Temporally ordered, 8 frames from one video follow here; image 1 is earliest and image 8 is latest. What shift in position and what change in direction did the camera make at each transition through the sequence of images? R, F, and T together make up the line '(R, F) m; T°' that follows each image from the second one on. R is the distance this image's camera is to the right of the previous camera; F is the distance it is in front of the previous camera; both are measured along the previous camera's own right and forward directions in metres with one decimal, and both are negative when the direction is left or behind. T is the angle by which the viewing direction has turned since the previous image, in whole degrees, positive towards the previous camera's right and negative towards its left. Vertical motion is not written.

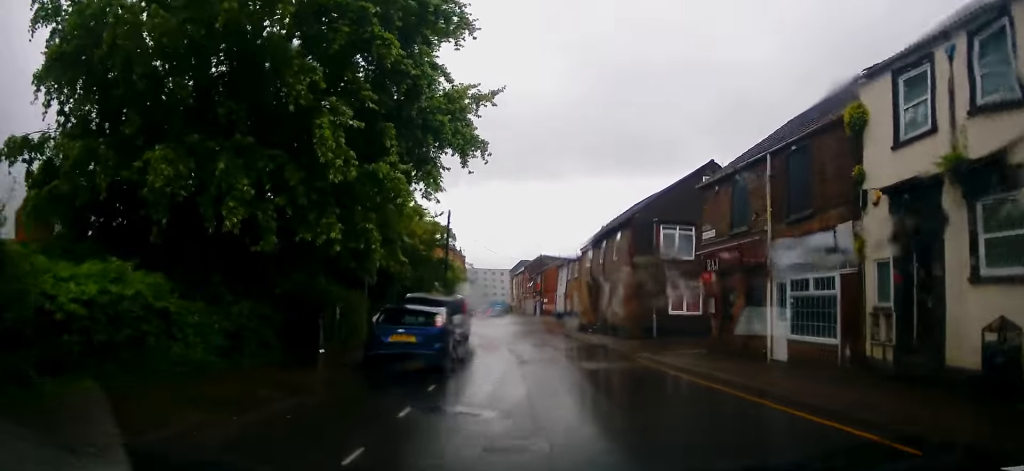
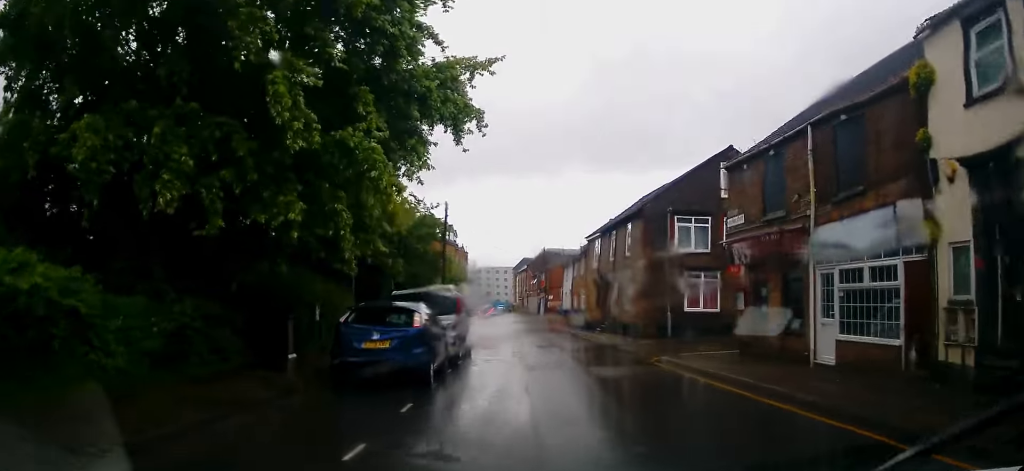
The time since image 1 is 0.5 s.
(-0.1, +2.3) m; -2°
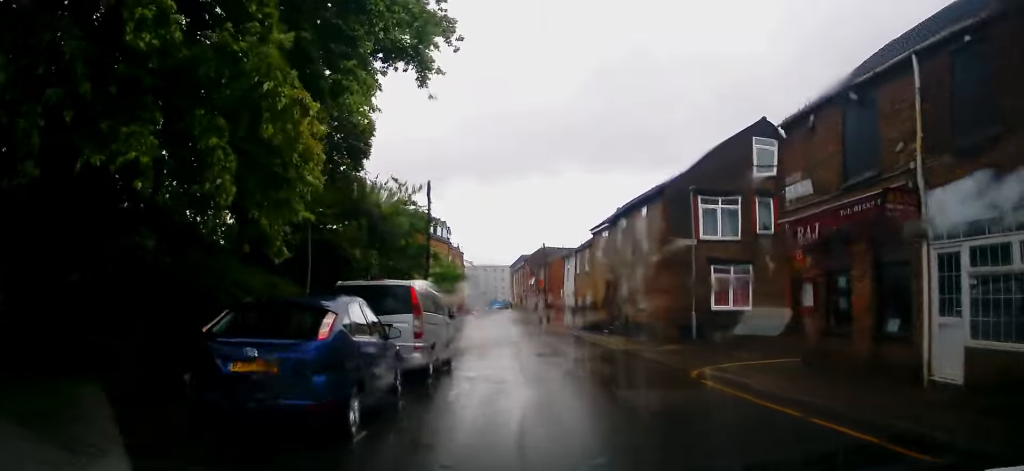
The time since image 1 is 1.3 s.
(-0.1, +4.4) m; 0°
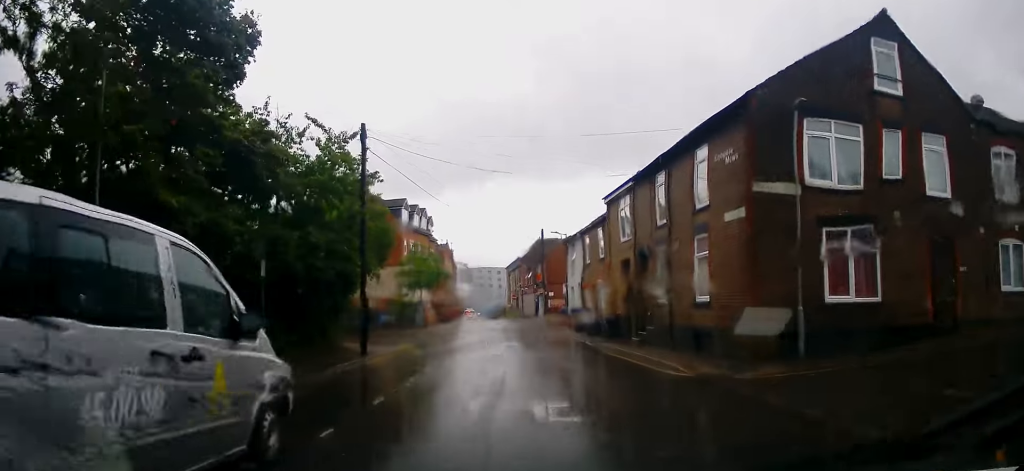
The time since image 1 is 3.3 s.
(+0.2, +10.0) m; -1°
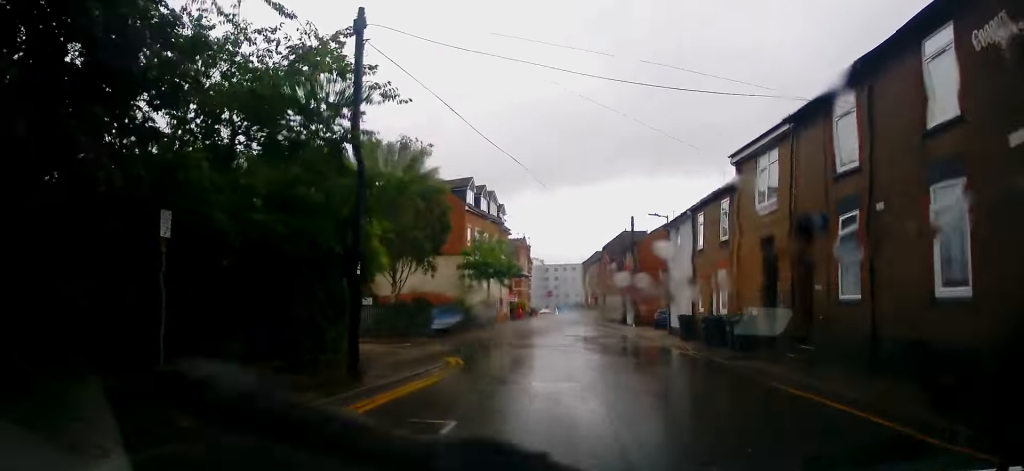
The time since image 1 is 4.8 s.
(-0.5, +8.1) m; -10°
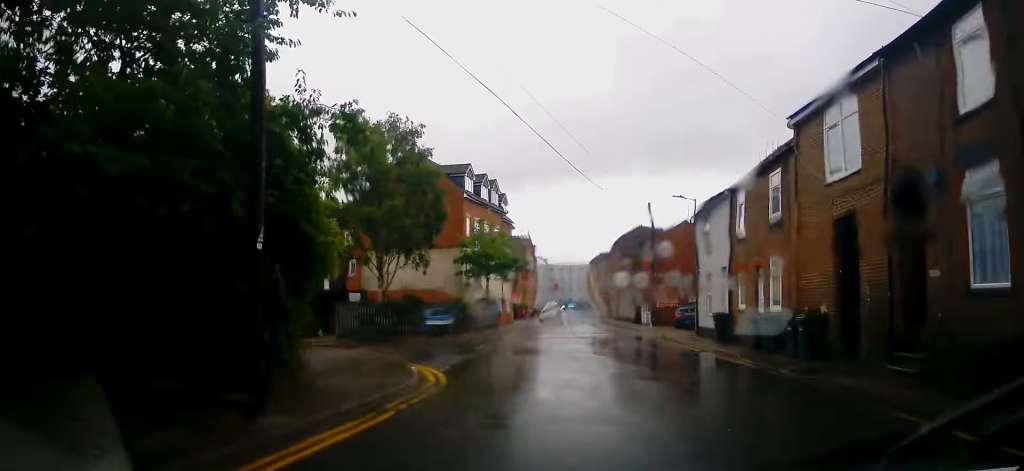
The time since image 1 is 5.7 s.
(-0.4, +4.3) m; +1°
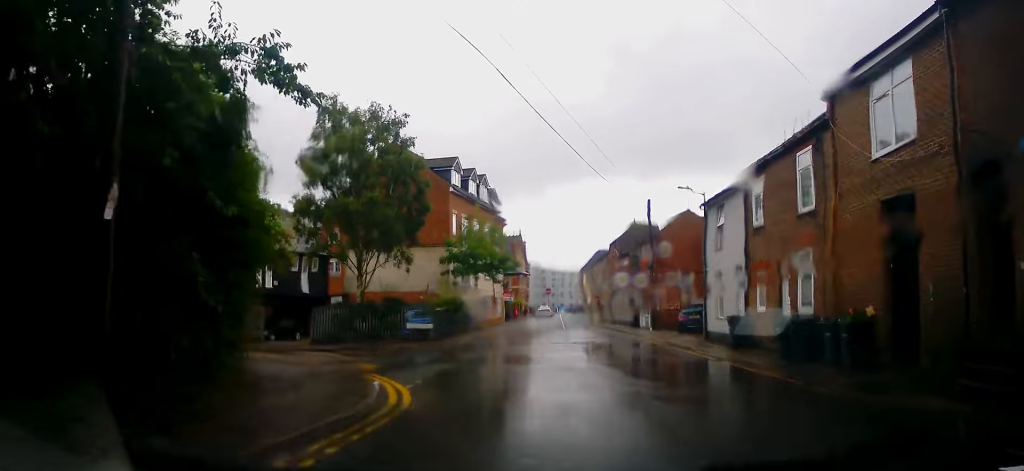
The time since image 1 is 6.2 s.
(+0.2, +2.5) m; +4°
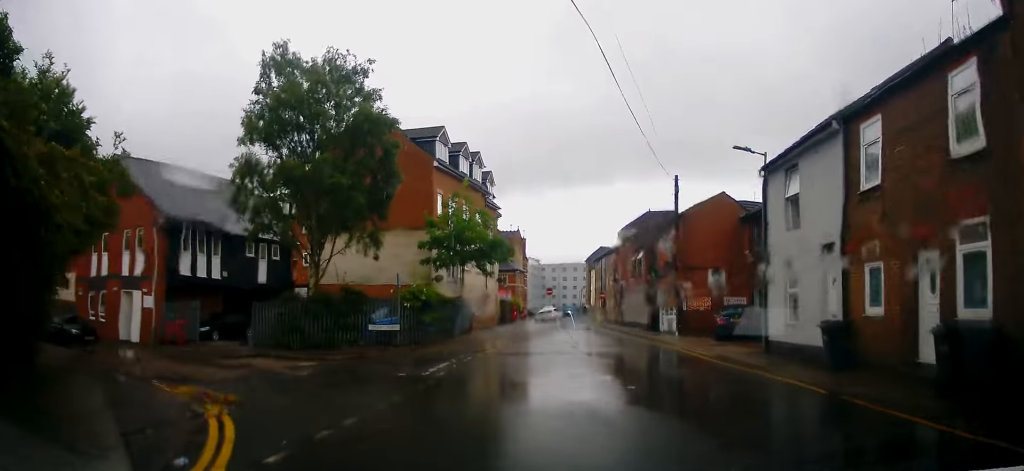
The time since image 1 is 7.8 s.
(+0.5, +6.8) m; 0°
